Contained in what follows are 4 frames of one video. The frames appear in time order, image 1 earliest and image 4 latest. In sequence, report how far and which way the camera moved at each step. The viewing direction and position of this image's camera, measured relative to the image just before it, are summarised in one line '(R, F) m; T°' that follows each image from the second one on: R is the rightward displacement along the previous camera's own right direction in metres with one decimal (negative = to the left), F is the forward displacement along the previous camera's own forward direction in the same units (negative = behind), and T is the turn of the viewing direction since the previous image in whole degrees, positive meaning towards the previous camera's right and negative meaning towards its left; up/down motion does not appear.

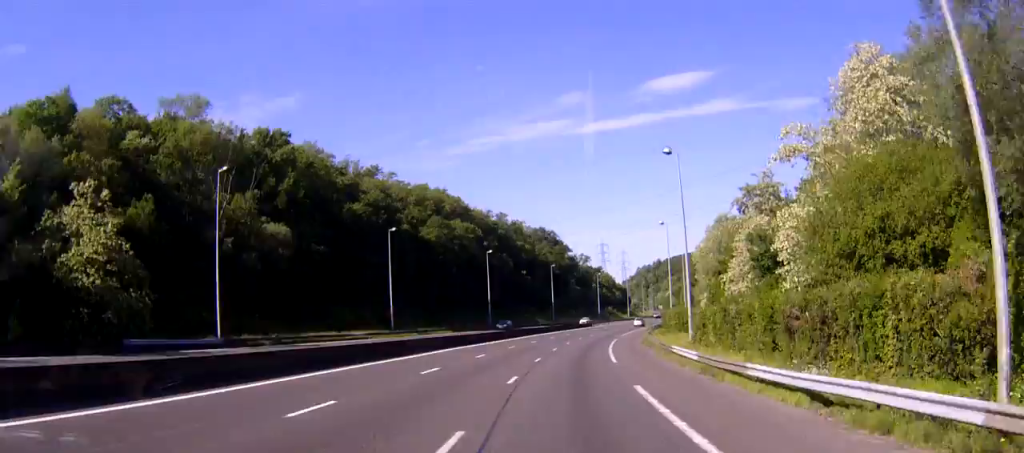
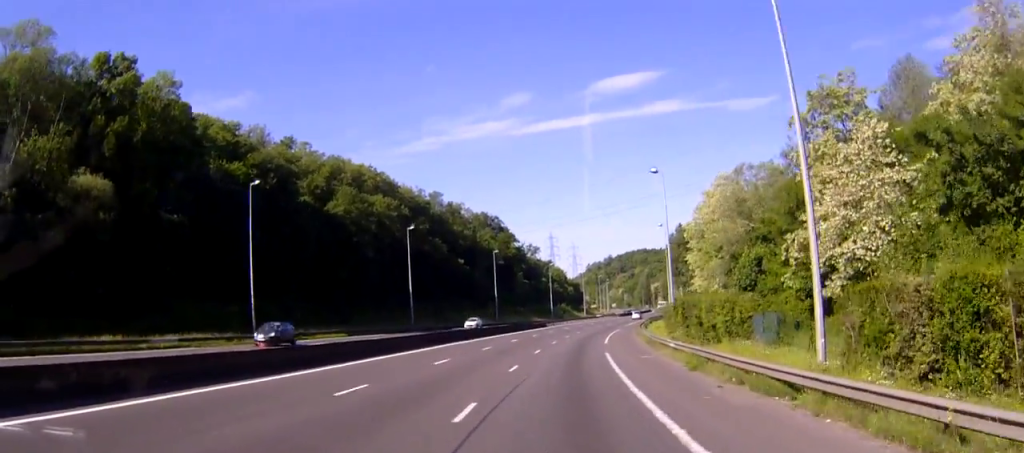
(+1.6, +34.7) m; +3°
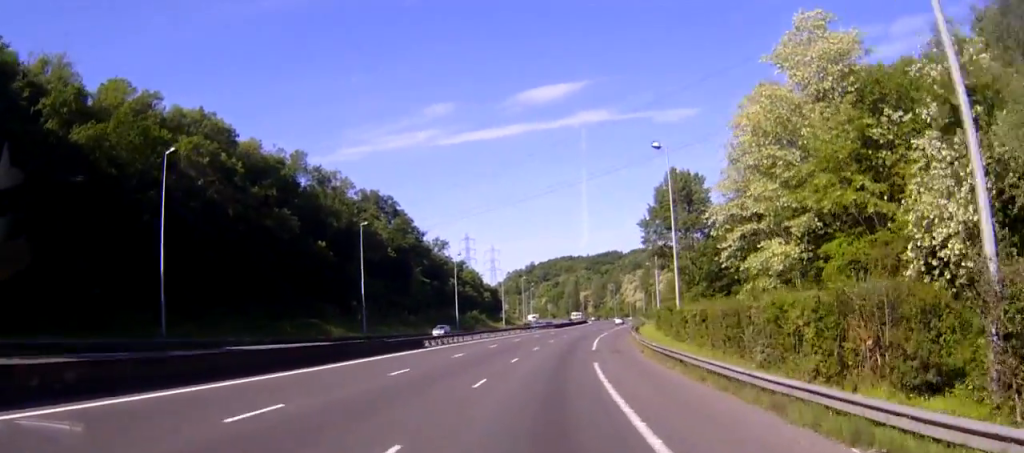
(+4.0, +56.2) m; +9°
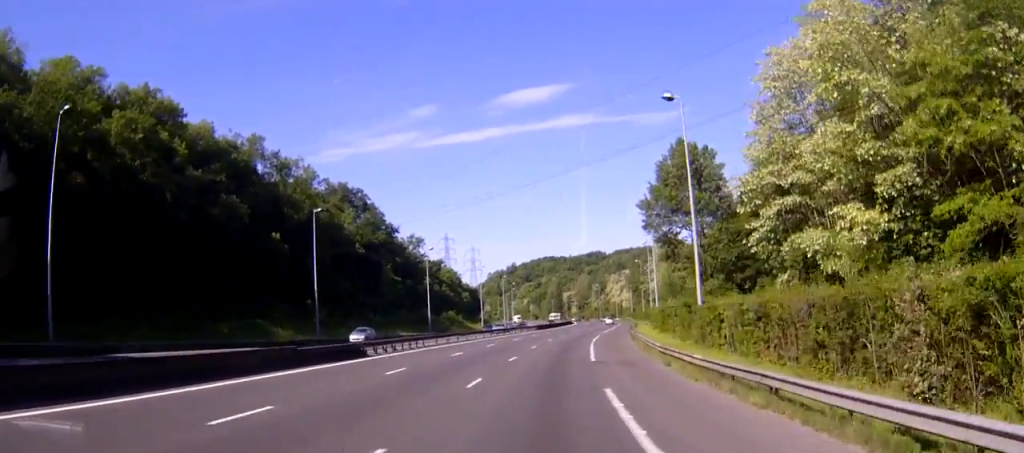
(0.0, +13.2) m; 0°
